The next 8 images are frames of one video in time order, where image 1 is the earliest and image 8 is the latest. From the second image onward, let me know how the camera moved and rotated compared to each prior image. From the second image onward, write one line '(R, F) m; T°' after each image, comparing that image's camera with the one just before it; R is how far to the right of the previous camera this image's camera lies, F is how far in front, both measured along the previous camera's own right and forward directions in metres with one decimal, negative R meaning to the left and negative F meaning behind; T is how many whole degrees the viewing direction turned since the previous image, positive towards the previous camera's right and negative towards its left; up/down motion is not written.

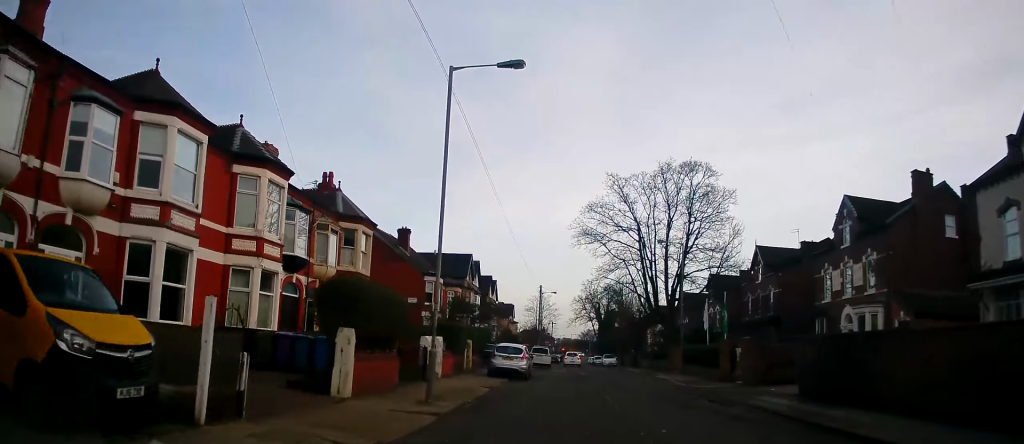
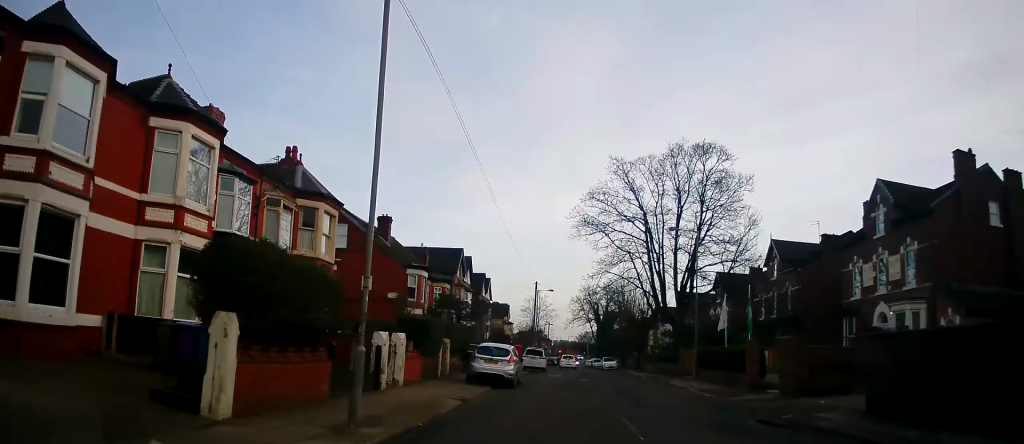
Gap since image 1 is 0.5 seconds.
(-0.2, +4.6) m; -1°
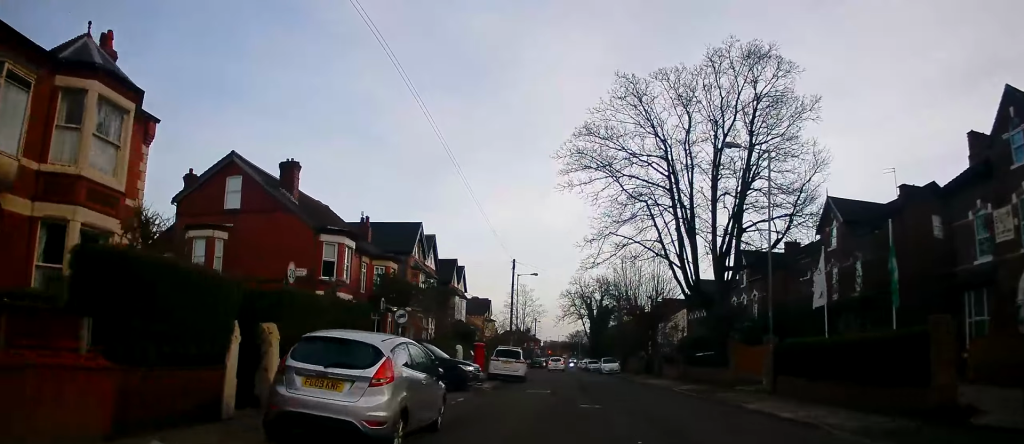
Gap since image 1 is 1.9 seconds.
(-0.1, +13.3) m; +2°
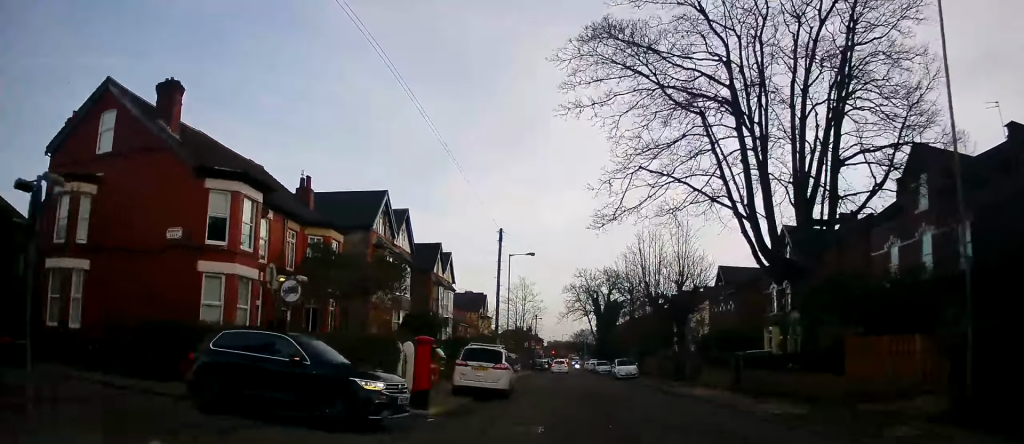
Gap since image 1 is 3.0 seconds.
(+0.3, +10.2) m; 0°
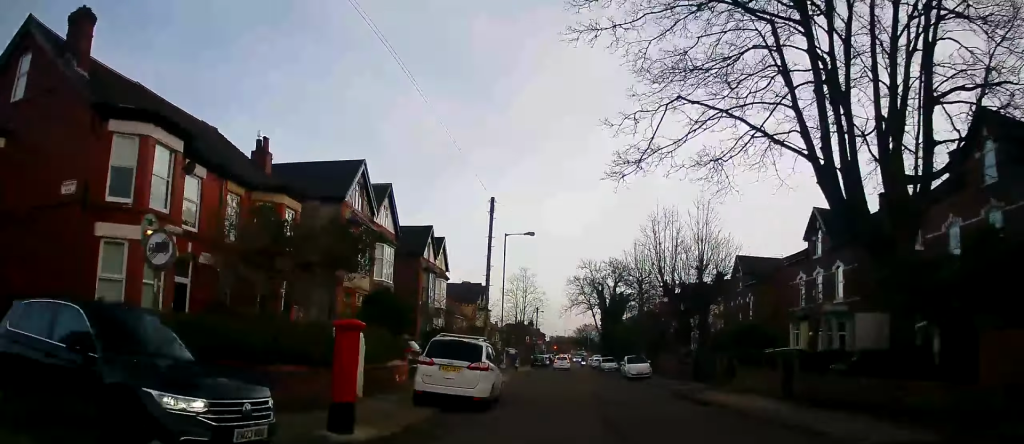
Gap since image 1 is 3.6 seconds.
(-0.2, +5.2) m; -1°
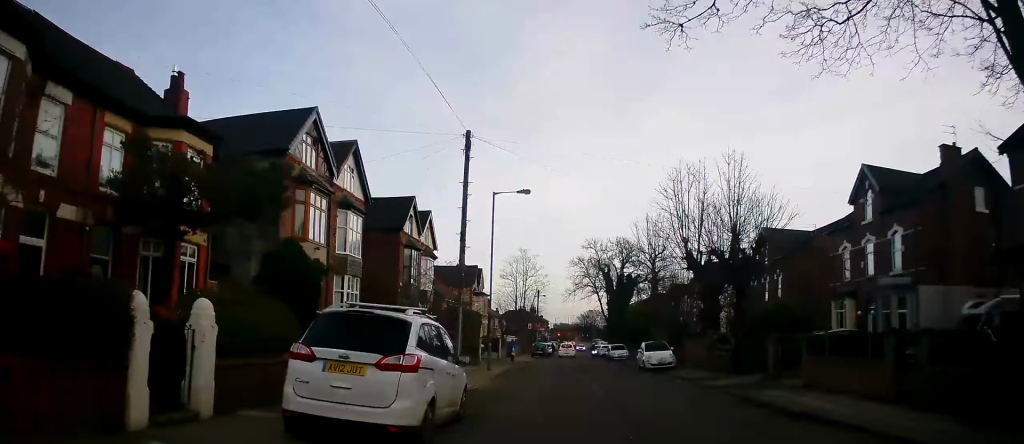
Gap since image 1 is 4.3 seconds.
(0.0, +6.7) m; 0°
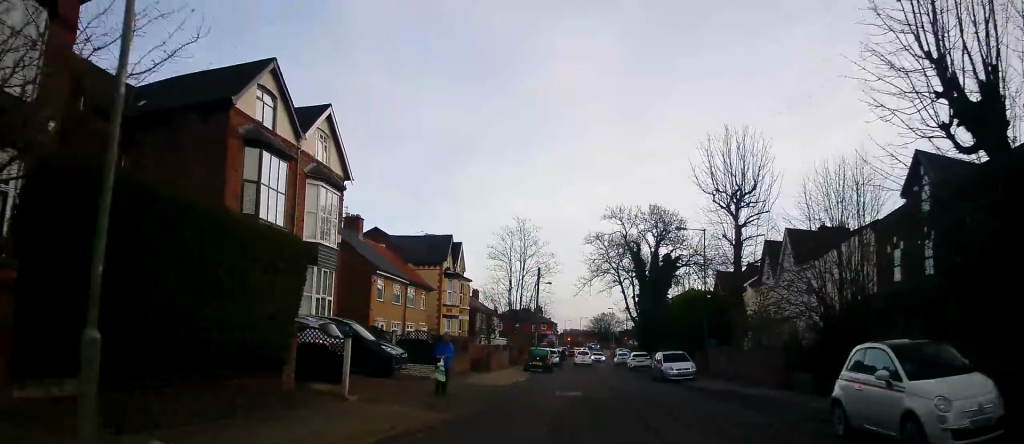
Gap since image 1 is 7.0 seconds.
(+0.2, +23.6) m; +2°
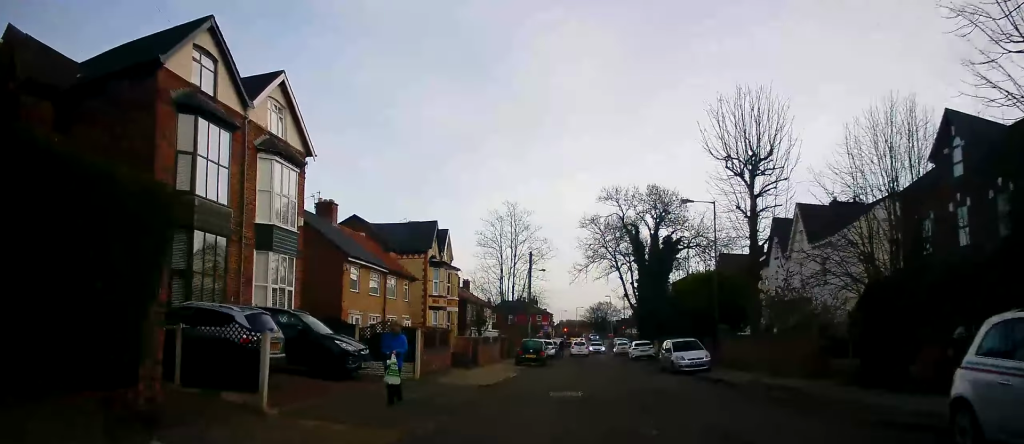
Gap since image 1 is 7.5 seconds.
(+0.1, +3.5) m; -1°
